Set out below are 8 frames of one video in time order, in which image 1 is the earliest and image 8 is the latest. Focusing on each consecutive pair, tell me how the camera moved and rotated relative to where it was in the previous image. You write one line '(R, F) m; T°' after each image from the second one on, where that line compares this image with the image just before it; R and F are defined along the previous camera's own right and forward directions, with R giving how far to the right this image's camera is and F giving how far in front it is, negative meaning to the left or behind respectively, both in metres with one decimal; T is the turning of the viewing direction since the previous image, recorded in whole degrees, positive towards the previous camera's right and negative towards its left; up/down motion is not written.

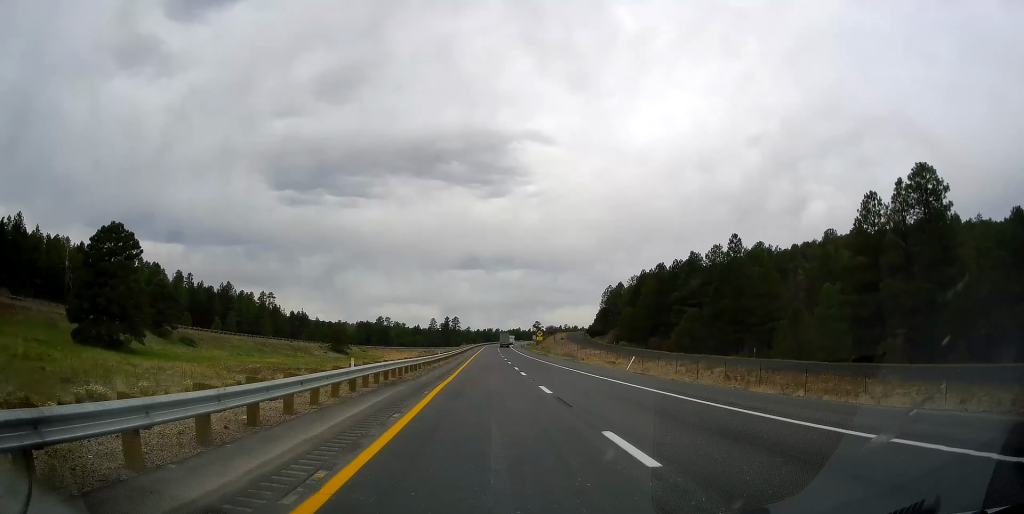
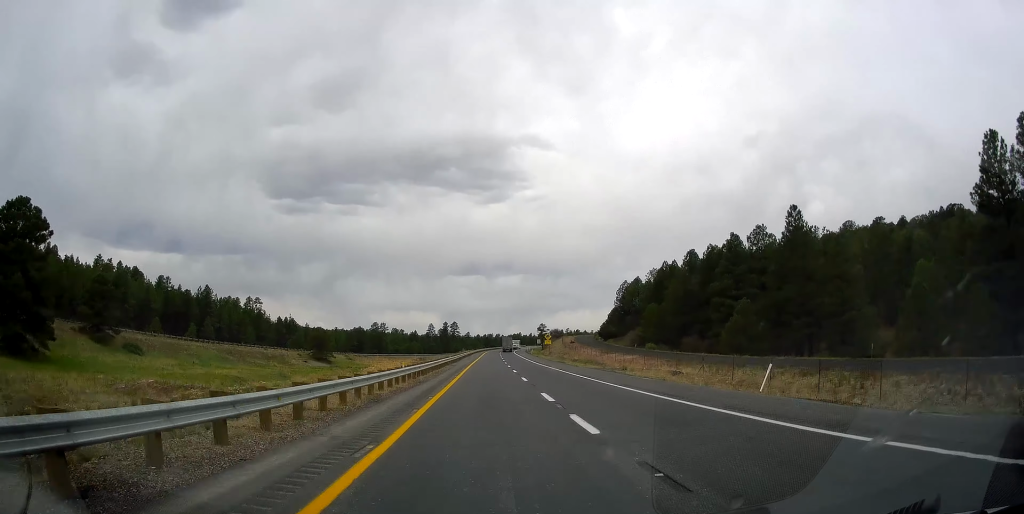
(+0.2, +20.6) m; 0°
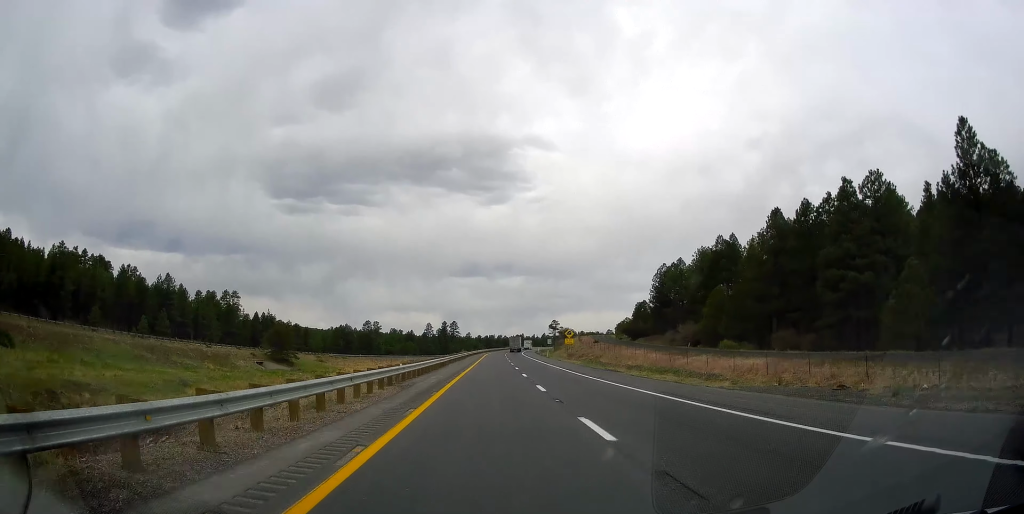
(-0.3, +33.1) m; -1°
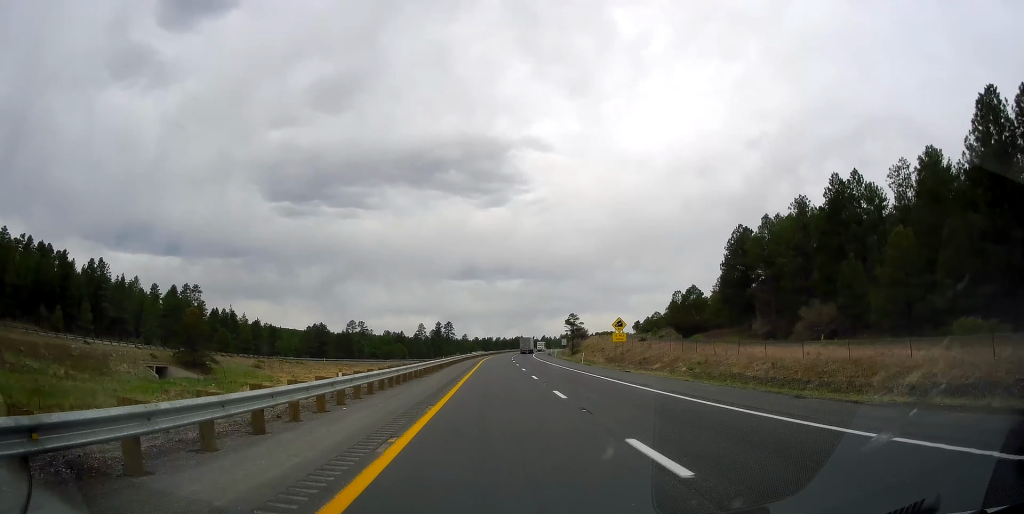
(-0.3, +40.0) m; 0°
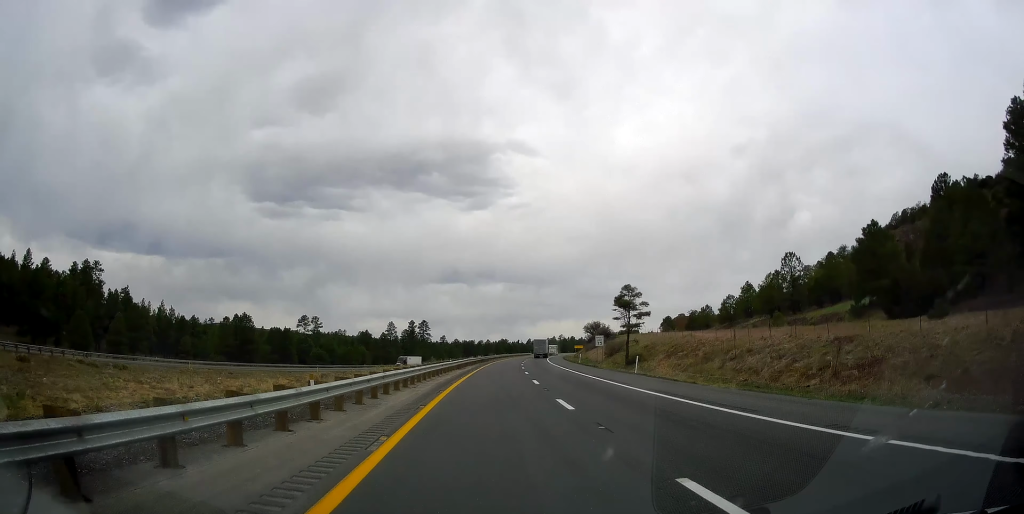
(+1.9, +63.9) m; +3°
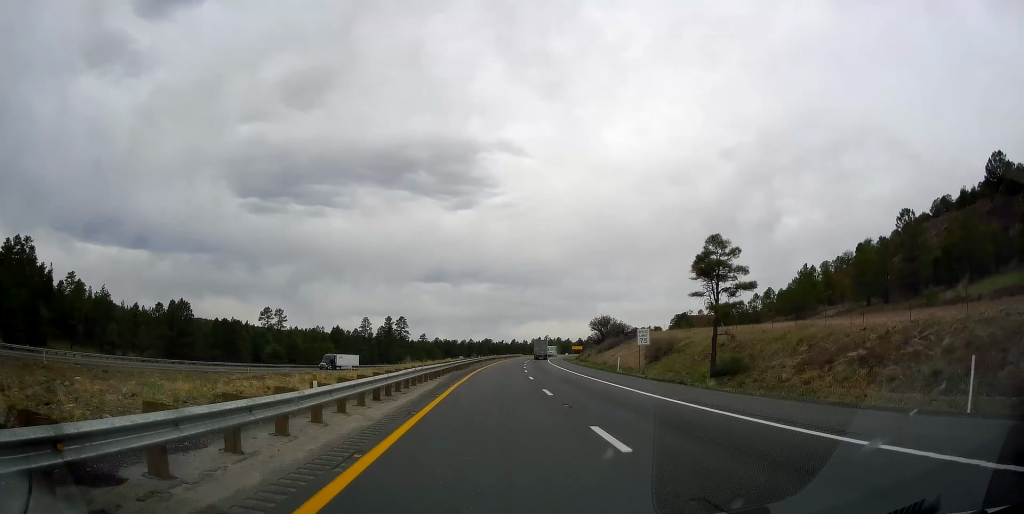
(-0.3, +30.8) m; +1°
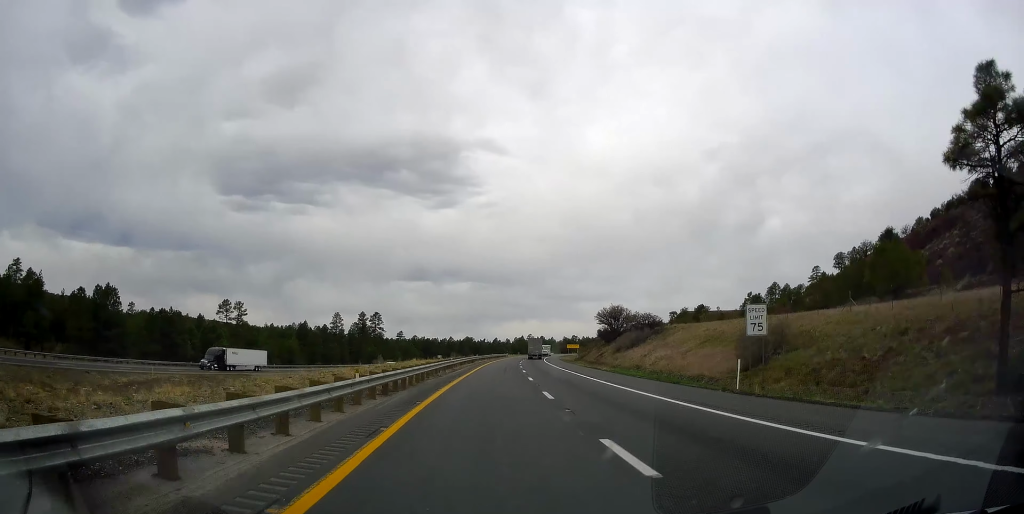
(+0.7, +26.4) m; +1°
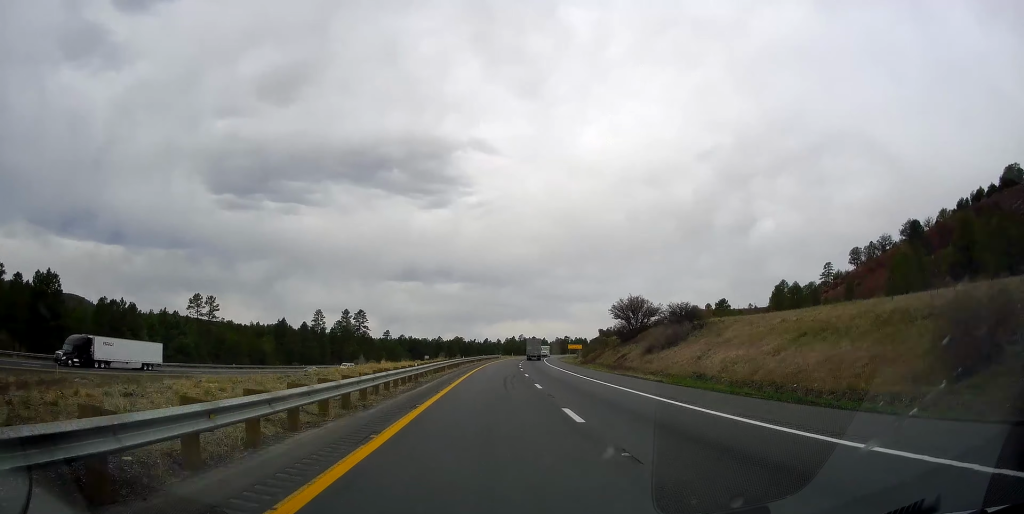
(+0.1, +18.3) m; +1°
